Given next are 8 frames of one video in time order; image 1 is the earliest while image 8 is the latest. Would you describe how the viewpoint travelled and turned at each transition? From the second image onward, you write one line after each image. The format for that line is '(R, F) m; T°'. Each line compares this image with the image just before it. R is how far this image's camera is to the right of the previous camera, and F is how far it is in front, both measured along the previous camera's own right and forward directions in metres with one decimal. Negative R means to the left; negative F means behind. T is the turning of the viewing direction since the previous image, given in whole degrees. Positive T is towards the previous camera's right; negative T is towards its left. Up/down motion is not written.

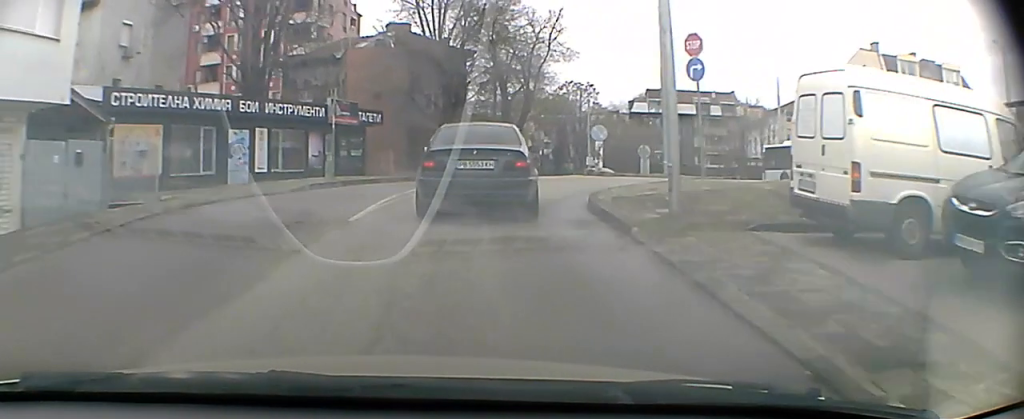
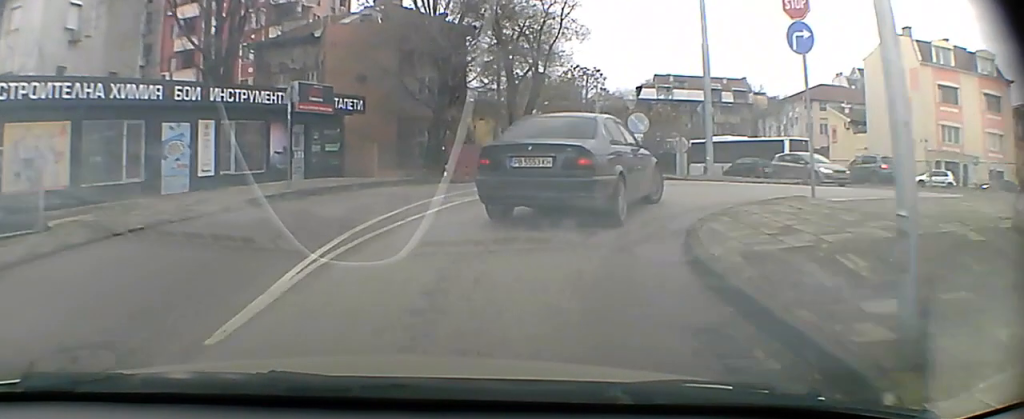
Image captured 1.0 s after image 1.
(0.0, +6.2) m; -1°
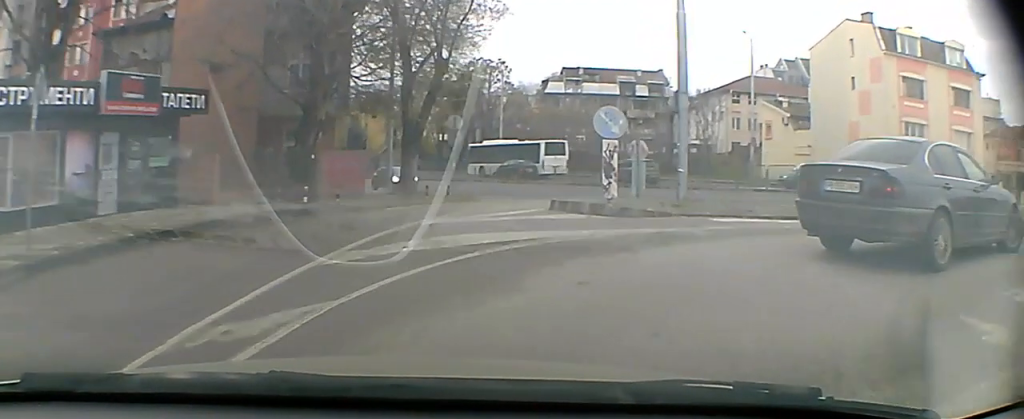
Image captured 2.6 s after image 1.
(+0.4, +8.3) m; +26°
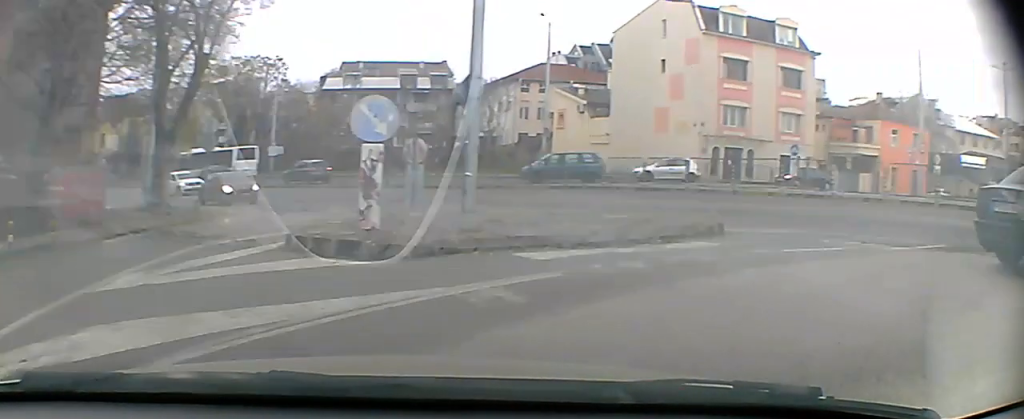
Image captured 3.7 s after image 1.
(+2.0, +4.3) m; +40°
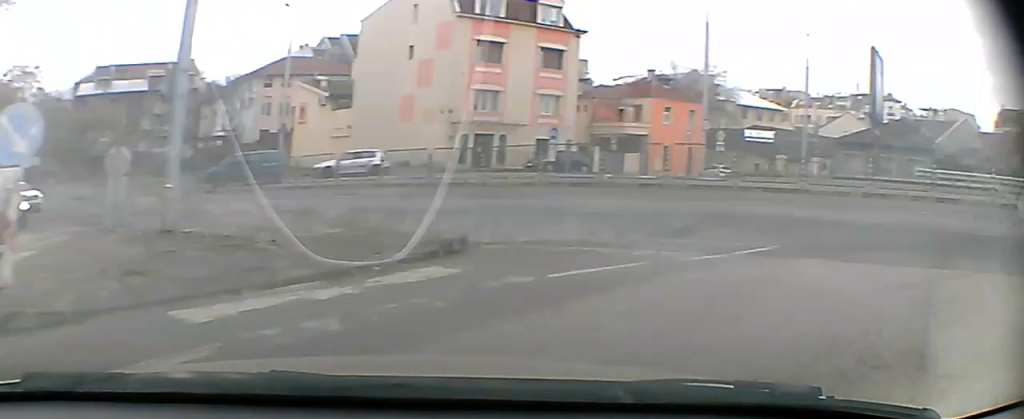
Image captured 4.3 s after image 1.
(+0.4, +2.8) m; +15°
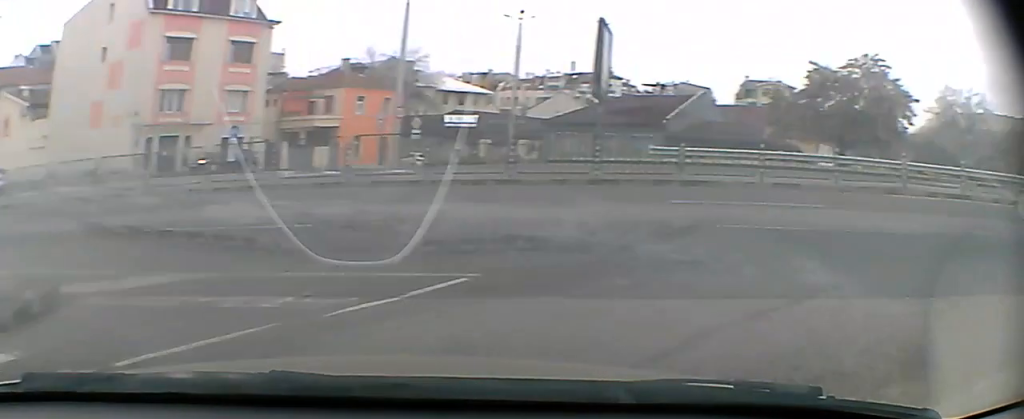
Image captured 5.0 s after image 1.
(+0.6, +3.2) m; +20°
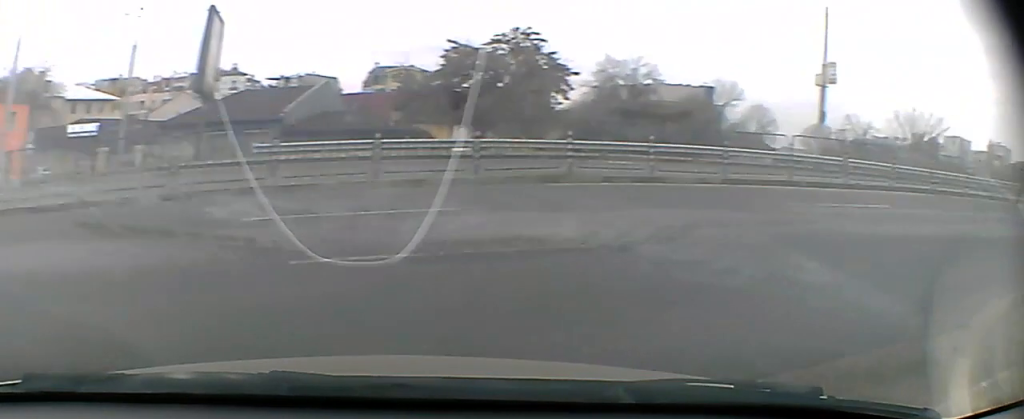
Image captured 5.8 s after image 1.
(+0.7, +3.7) m; +20°
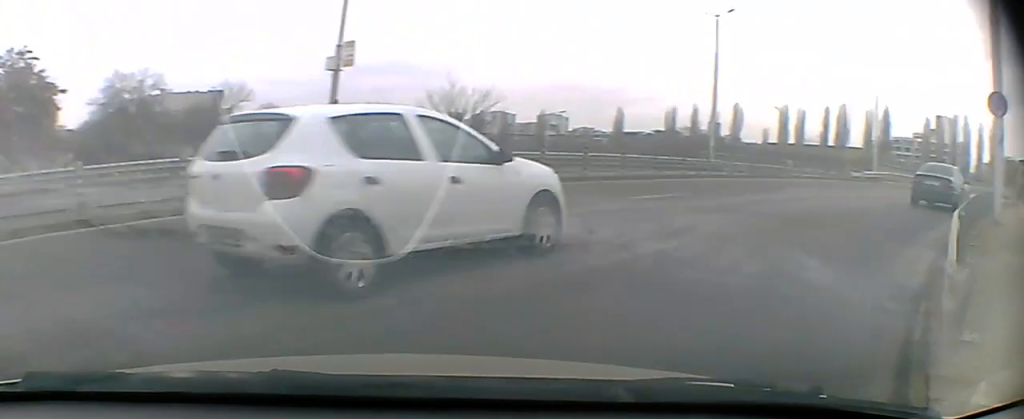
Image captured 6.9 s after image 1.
(+1.2, +5.3) m; +21°
